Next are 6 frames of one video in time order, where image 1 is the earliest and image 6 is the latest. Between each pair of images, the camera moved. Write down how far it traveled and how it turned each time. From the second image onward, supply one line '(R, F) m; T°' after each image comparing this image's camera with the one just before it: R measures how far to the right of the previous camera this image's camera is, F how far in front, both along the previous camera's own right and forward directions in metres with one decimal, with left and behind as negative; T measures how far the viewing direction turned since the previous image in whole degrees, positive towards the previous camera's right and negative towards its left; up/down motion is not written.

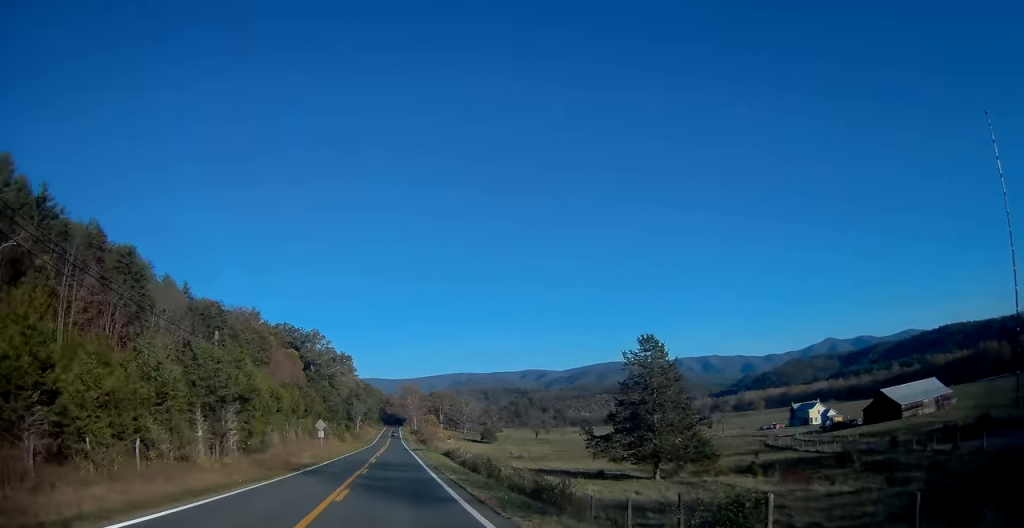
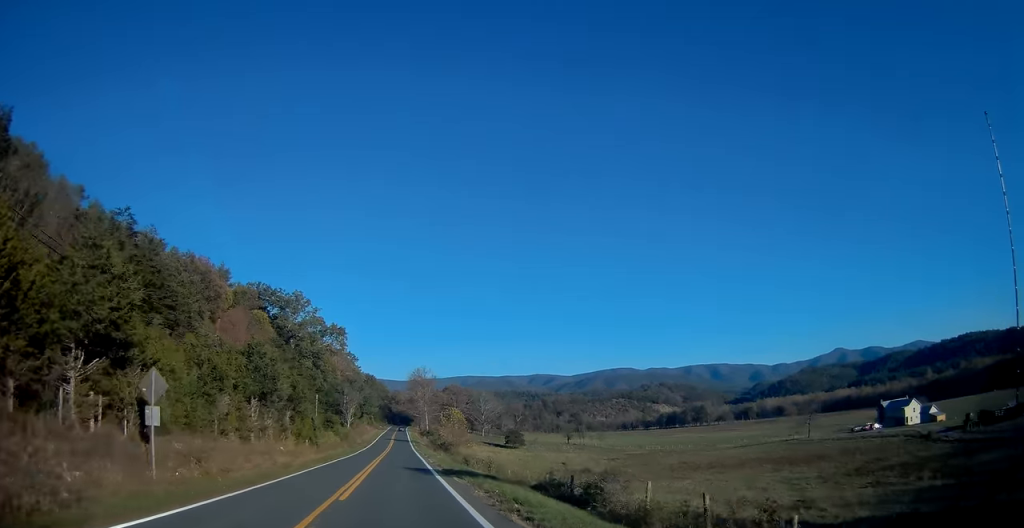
(+0.8, +45.9) m; 0°
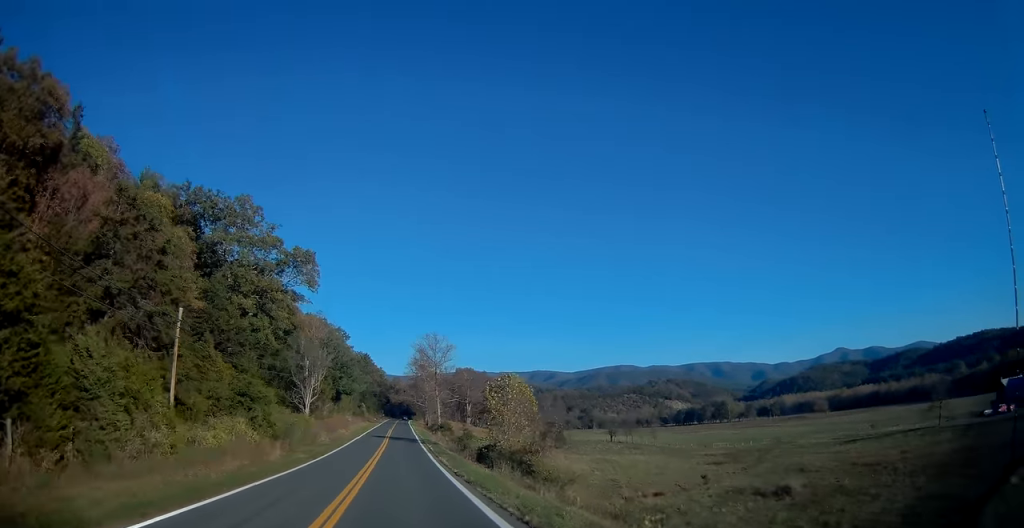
(+0.2, +51.9) m; +1°
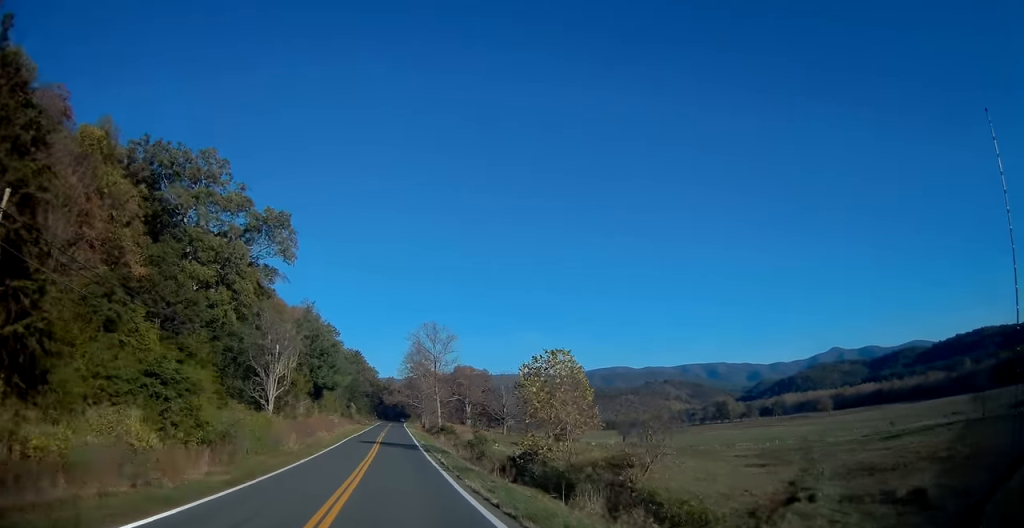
(0.0, +15.7) m; 0°
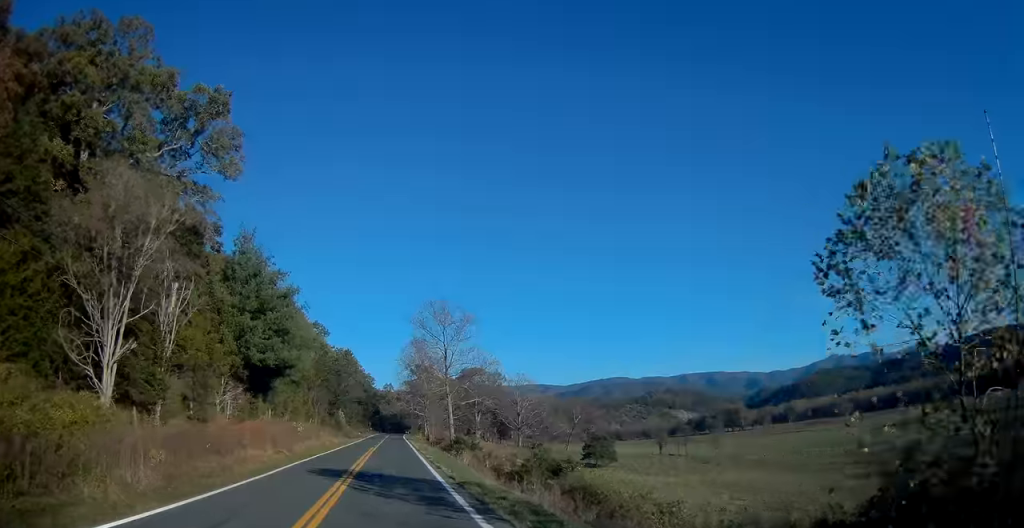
(0.0, +27.6) m; 0°
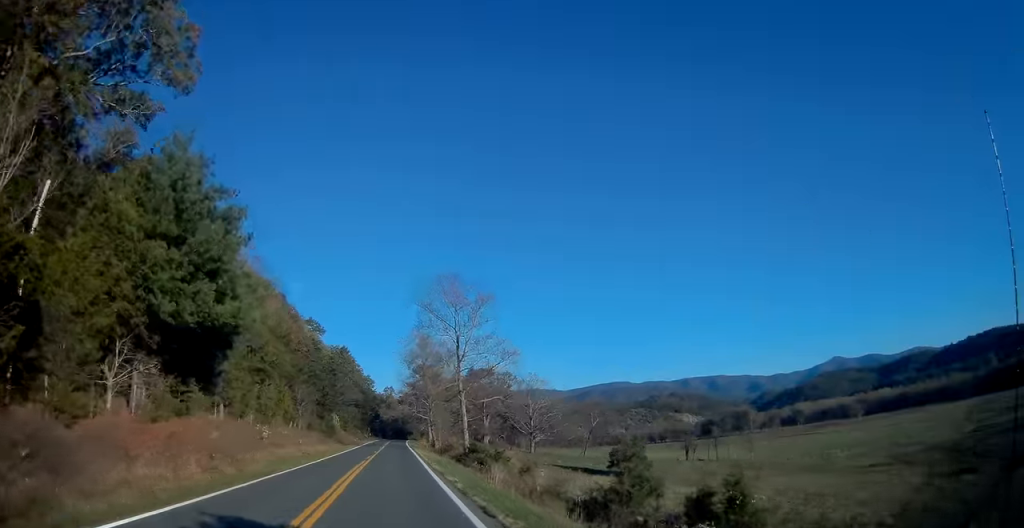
(+0.1, +14.3) m; 0°
